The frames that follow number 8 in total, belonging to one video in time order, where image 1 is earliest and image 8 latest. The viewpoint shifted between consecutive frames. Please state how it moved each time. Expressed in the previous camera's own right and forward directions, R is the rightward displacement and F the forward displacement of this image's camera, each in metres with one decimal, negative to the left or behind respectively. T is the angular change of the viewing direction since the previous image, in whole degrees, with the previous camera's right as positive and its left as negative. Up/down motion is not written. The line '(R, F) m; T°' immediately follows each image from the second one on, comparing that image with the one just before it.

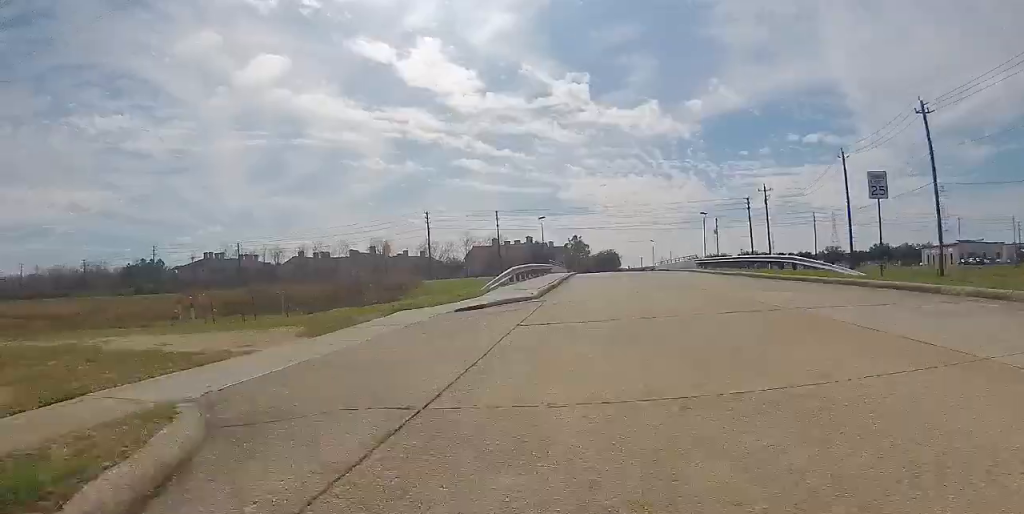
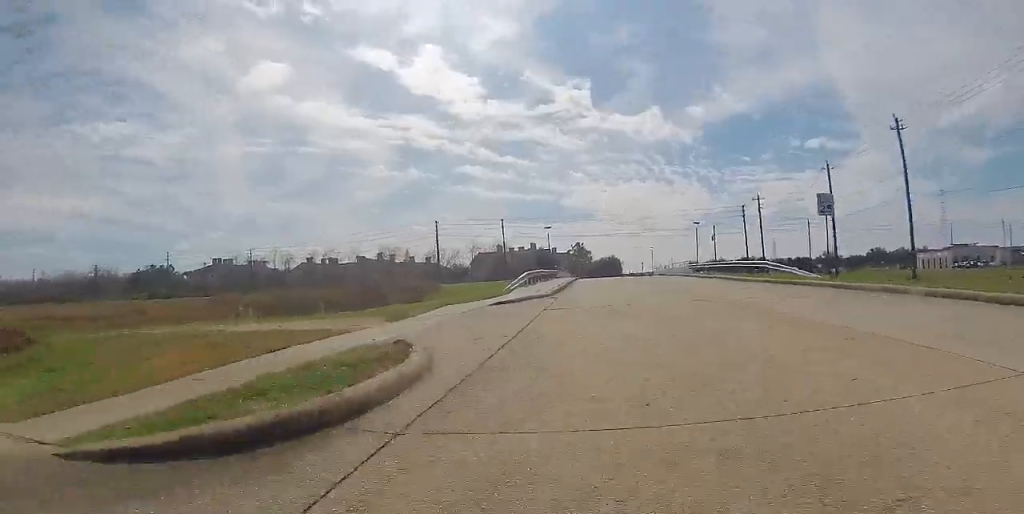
(-0.1, +4.3) m; 0°
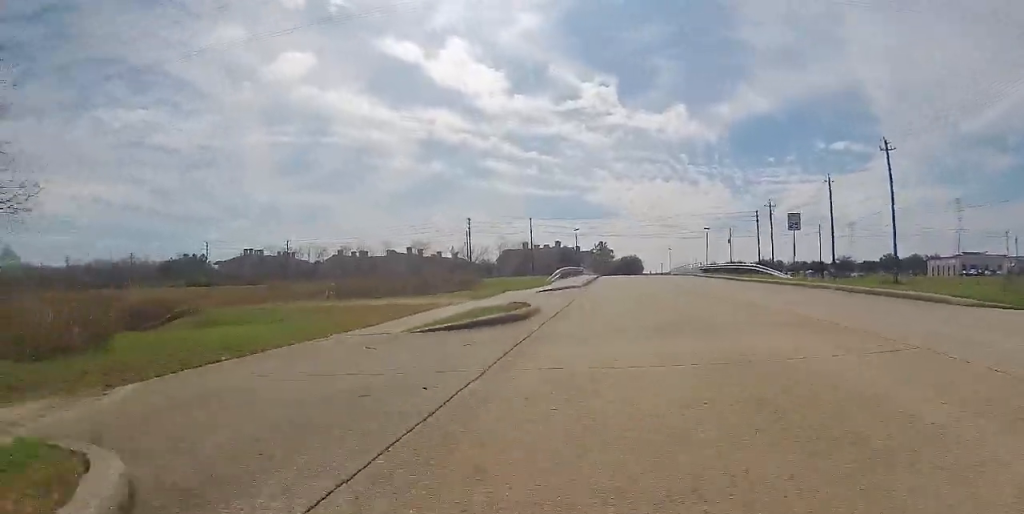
(+0.2, +7.3) m; 0°
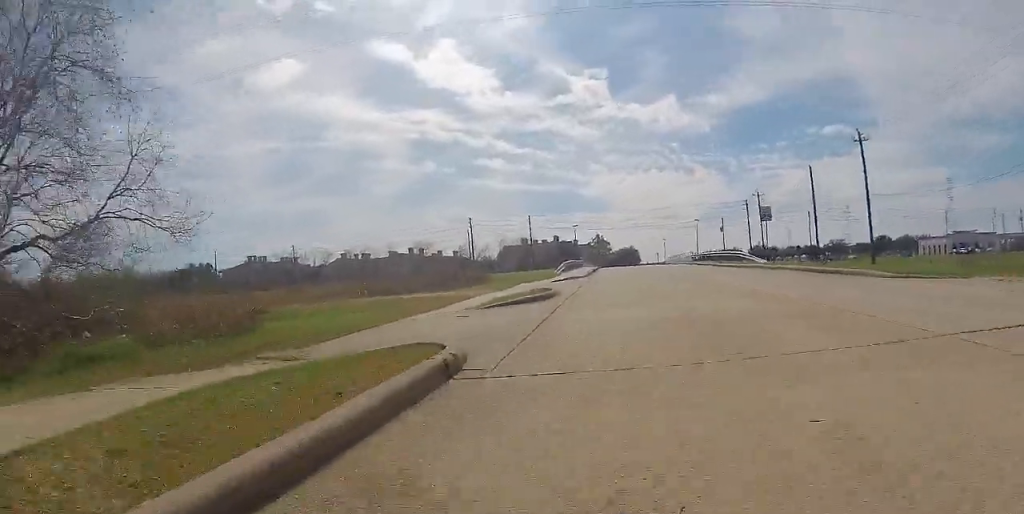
(-0.1, +4.6) m; 0°
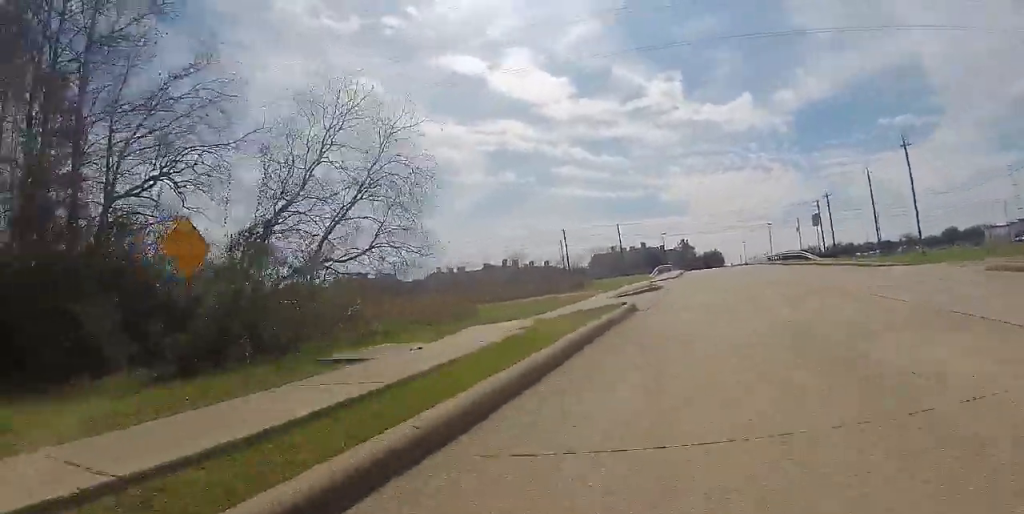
(-0.2, +8.1) m; -1°
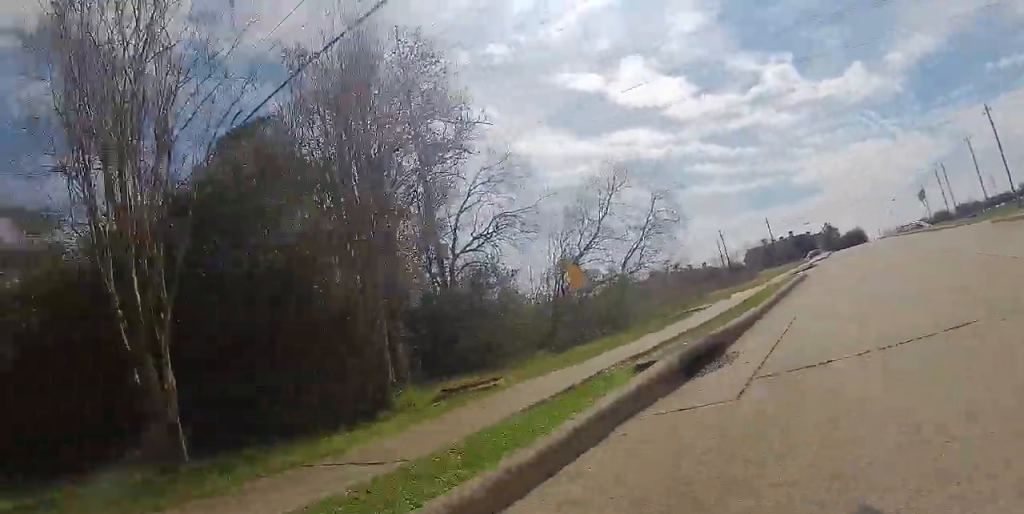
(0.0, +12.5) m; -2°
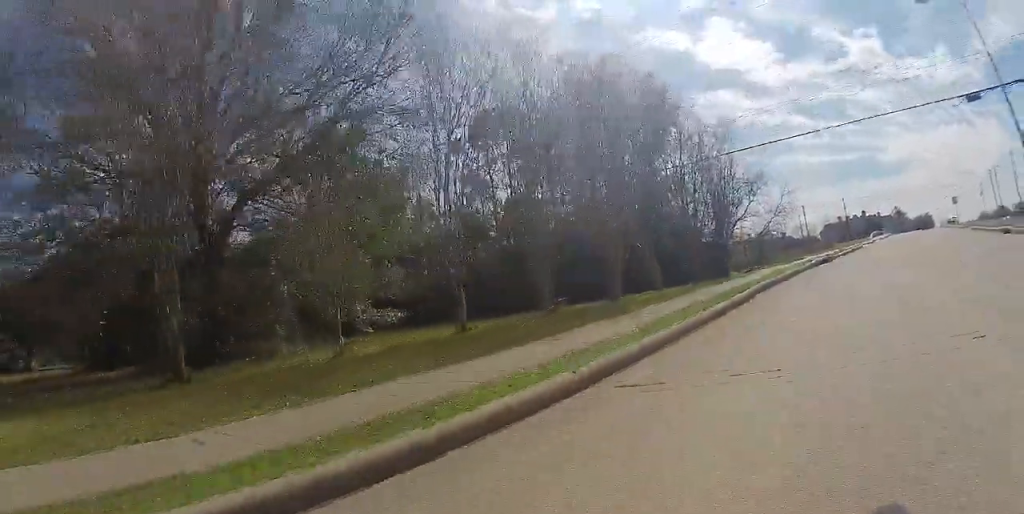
(-0.7, +19.2) m; -4°
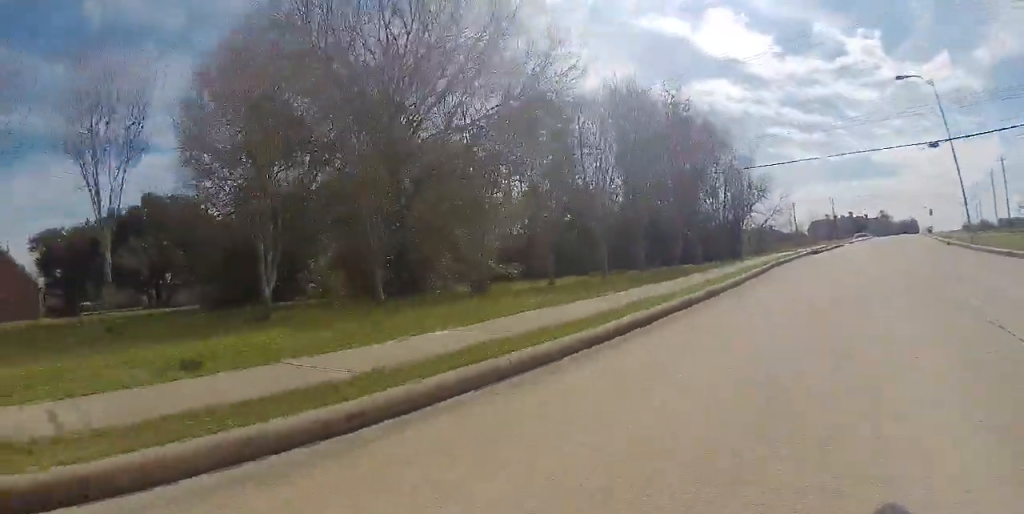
(-0.2, +8.8) m; -1°
